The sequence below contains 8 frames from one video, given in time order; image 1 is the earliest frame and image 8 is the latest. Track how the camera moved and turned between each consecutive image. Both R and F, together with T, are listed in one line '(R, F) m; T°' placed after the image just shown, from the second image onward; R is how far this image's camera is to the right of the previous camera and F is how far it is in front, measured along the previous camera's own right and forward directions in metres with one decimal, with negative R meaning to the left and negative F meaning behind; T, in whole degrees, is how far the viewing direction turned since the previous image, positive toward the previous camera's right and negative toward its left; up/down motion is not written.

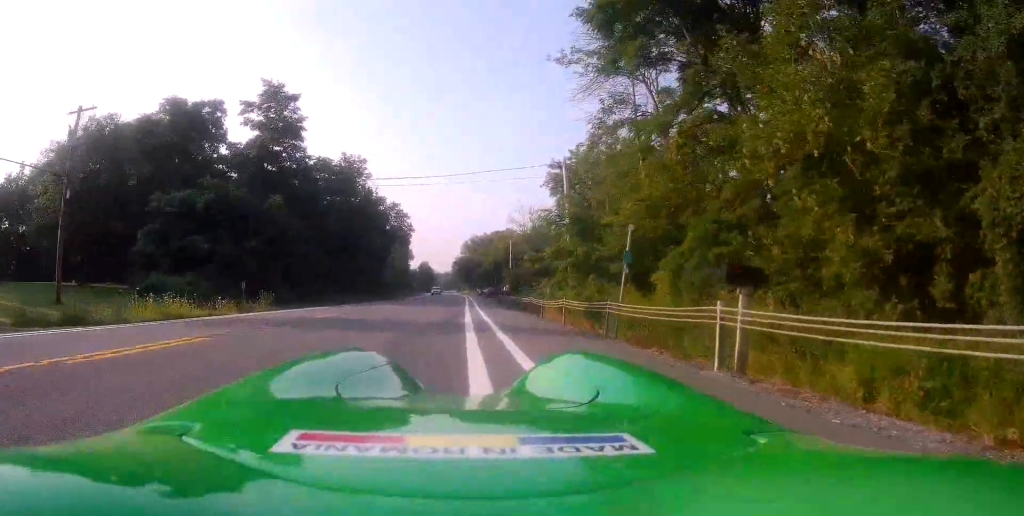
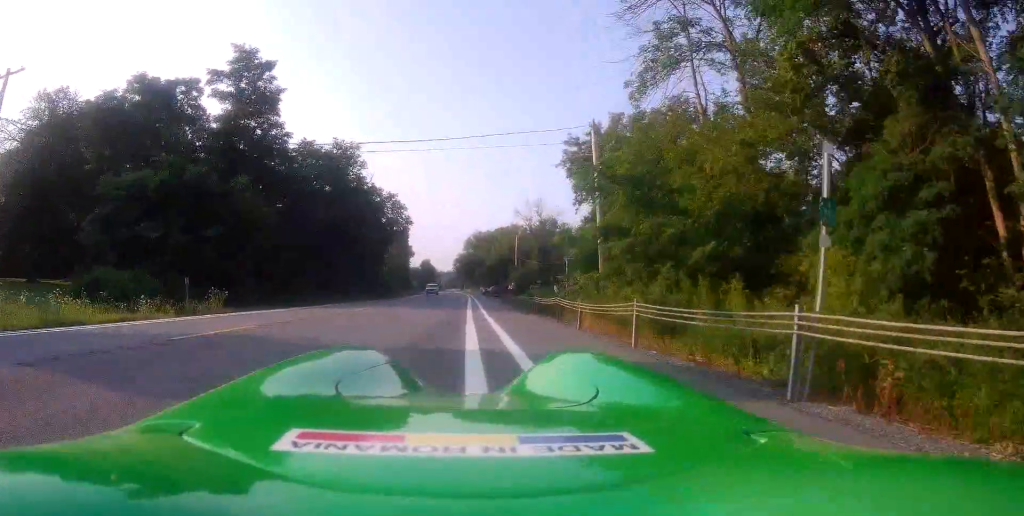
(-0.1, +6.9) m; 0°
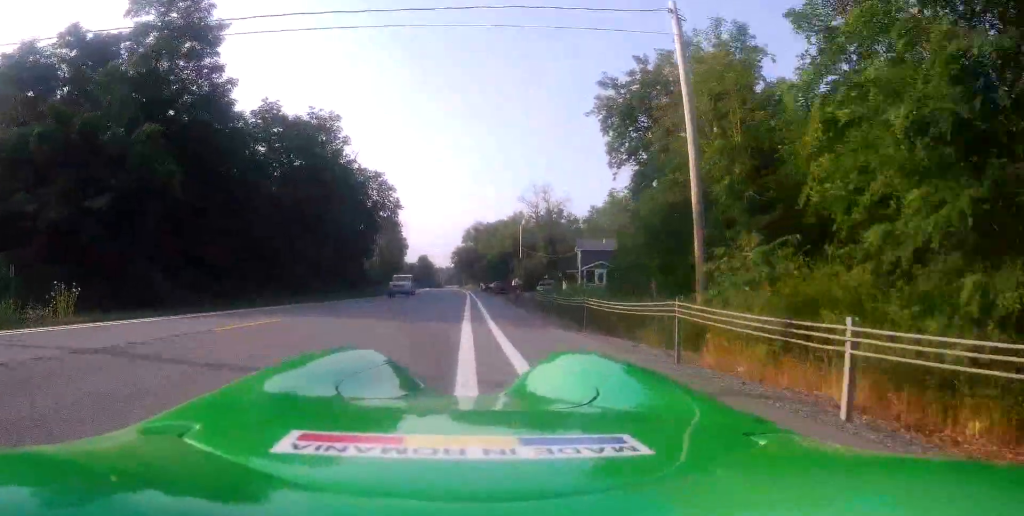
(+0.1, +10.7) m; 0°
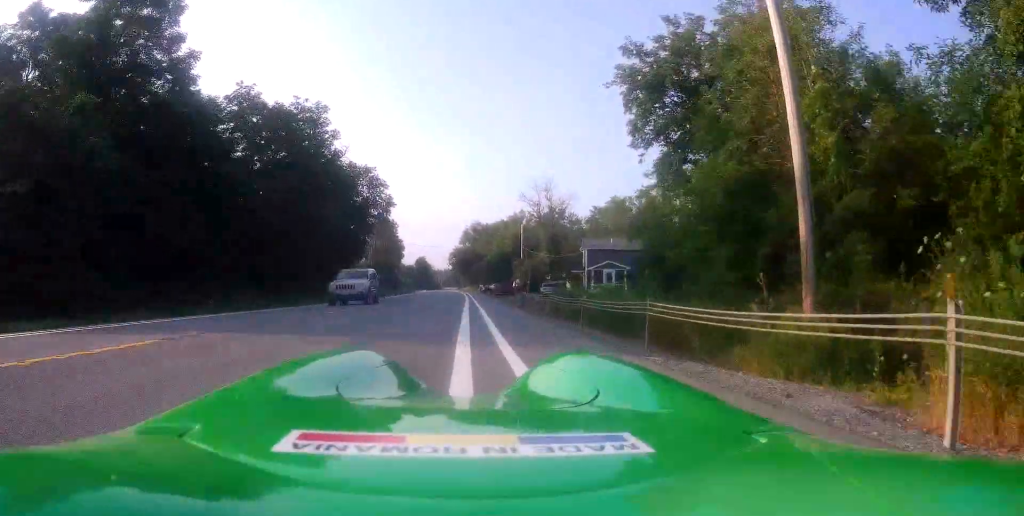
(0.0, +5.0) m; 0°
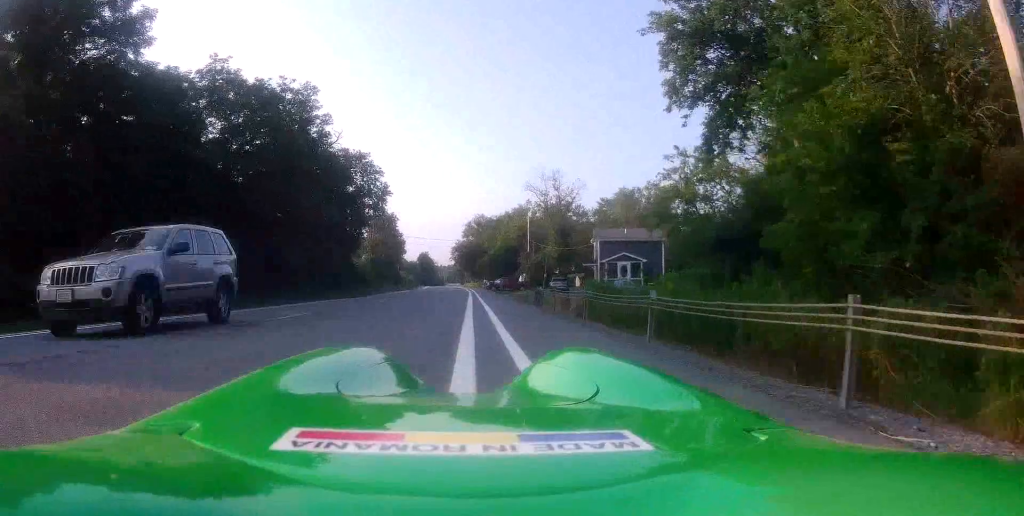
(-0.1, +5.0) m; 0°
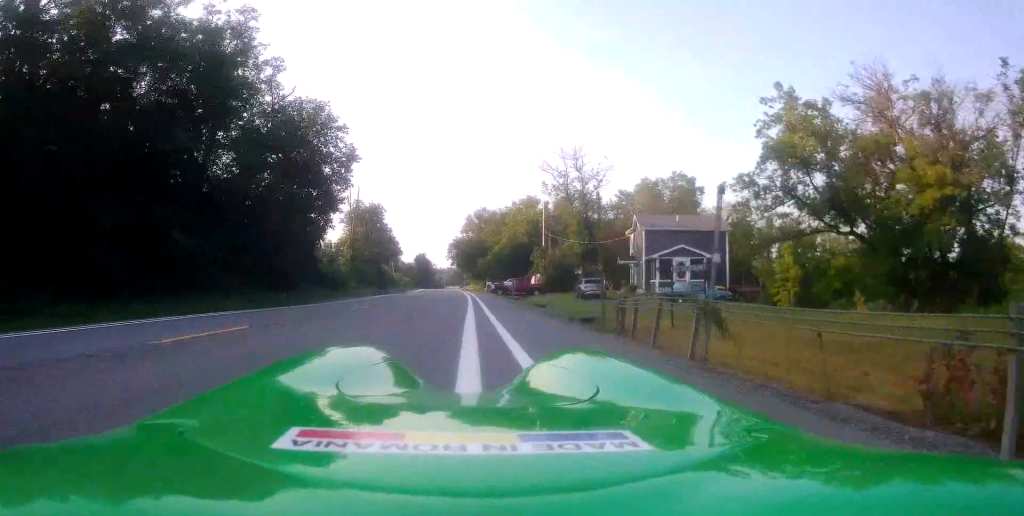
(-0.1, +16.8) m; -2°
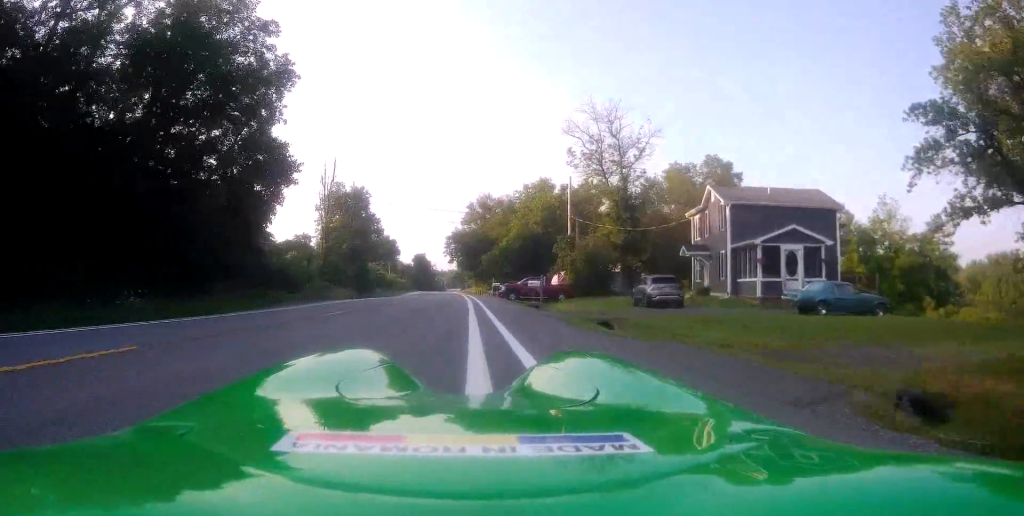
(-0.3, +16.5) m; 0°
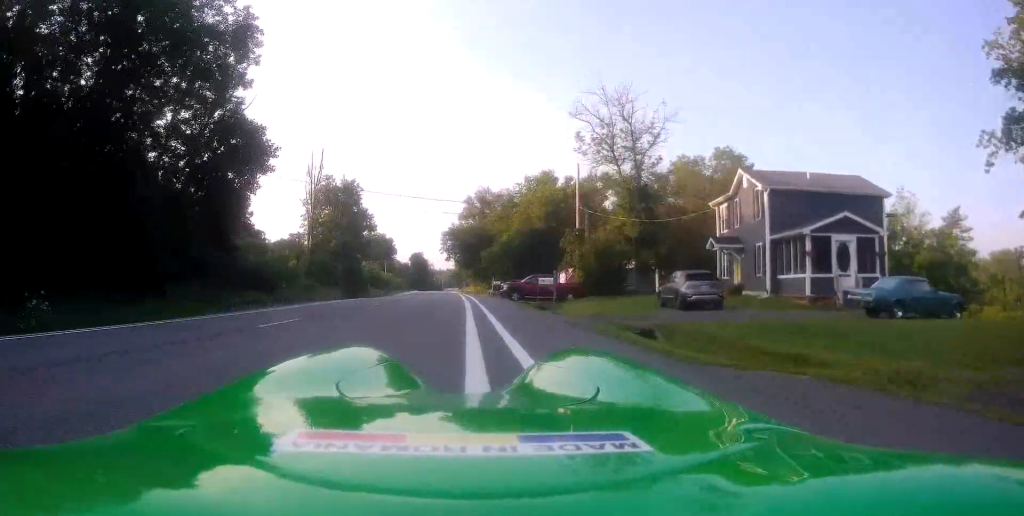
(0.0, +3.6) m; +1°
